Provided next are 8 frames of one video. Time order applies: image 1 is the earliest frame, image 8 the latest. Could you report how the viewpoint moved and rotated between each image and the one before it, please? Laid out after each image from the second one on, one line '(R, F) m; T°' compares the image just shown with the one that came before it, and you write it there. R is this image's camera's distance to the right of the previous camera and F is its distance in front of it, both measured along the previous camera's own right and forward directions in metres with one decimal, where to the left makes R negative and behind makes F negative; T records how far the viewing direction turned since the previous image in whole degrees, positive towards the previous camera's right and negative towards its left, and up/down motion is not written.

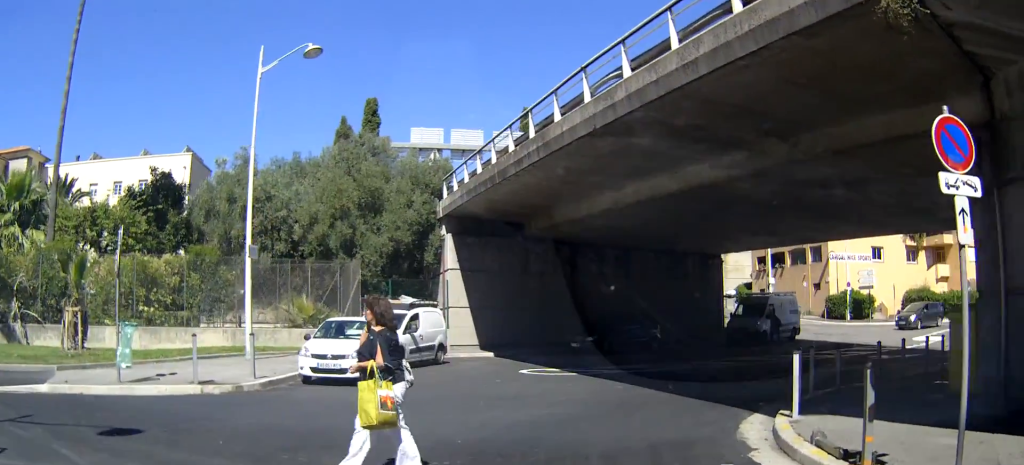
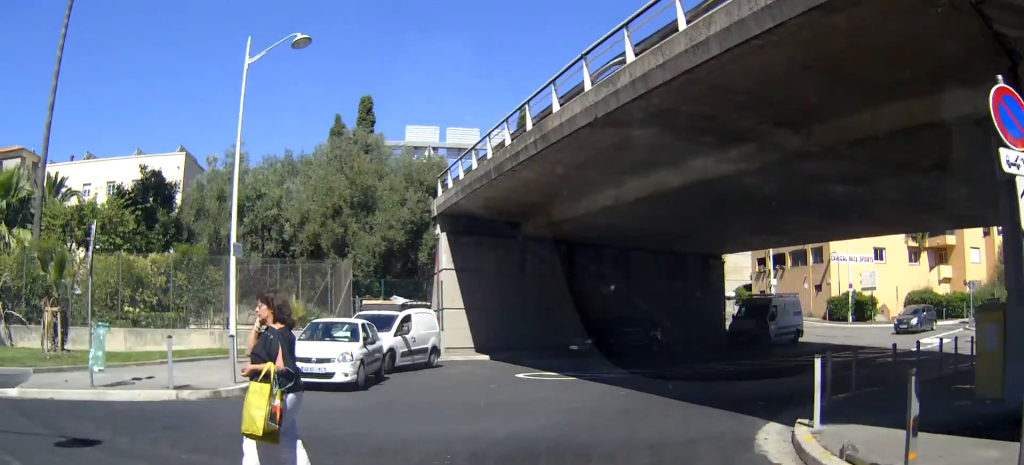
(+0.1, +1.1) m; -2°
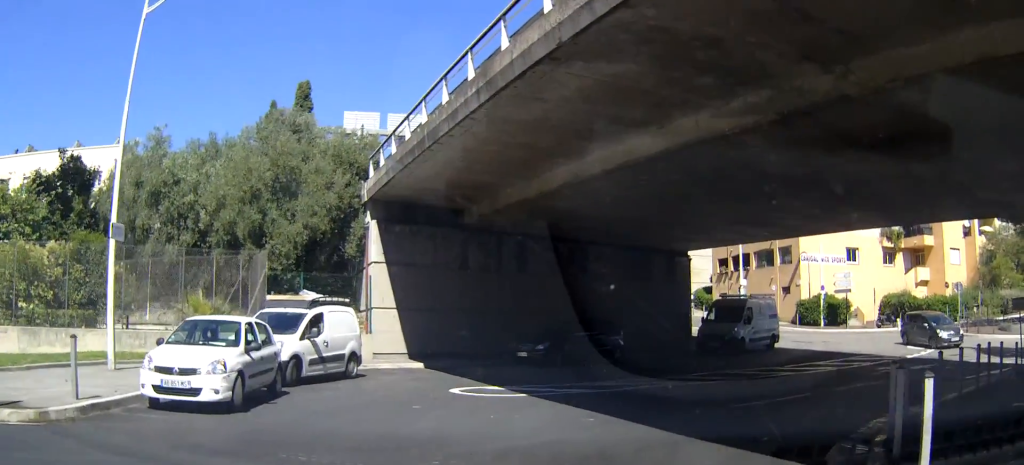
(-0.3, +3.8) m; -7°
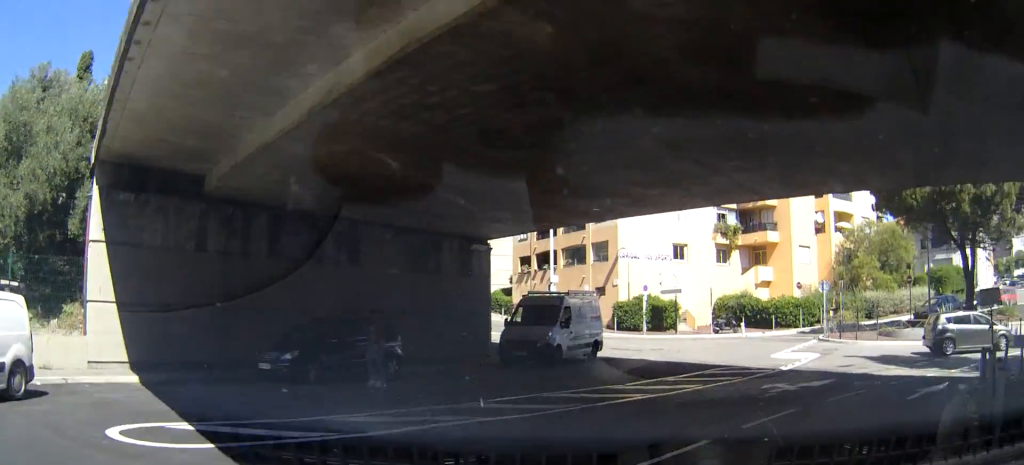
(+0.9, +5.8) m; +17°
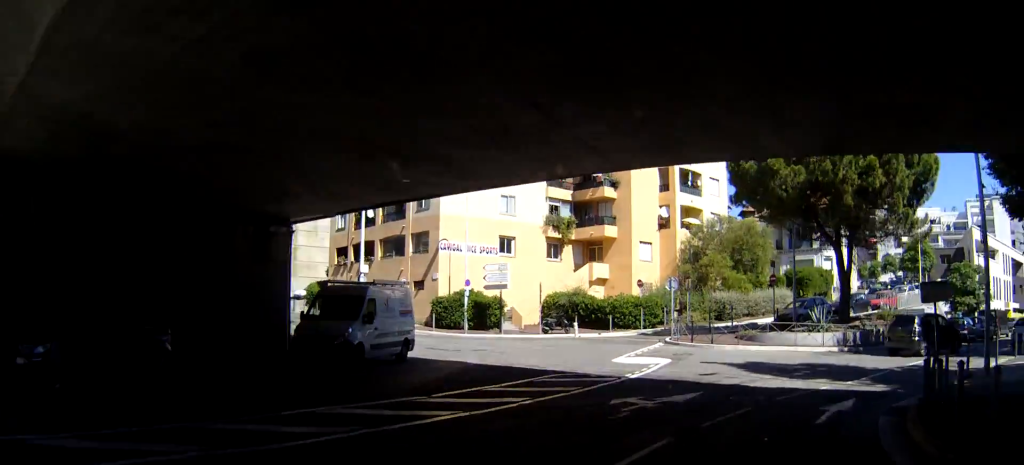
(+0.2, +3.4) m; +7°
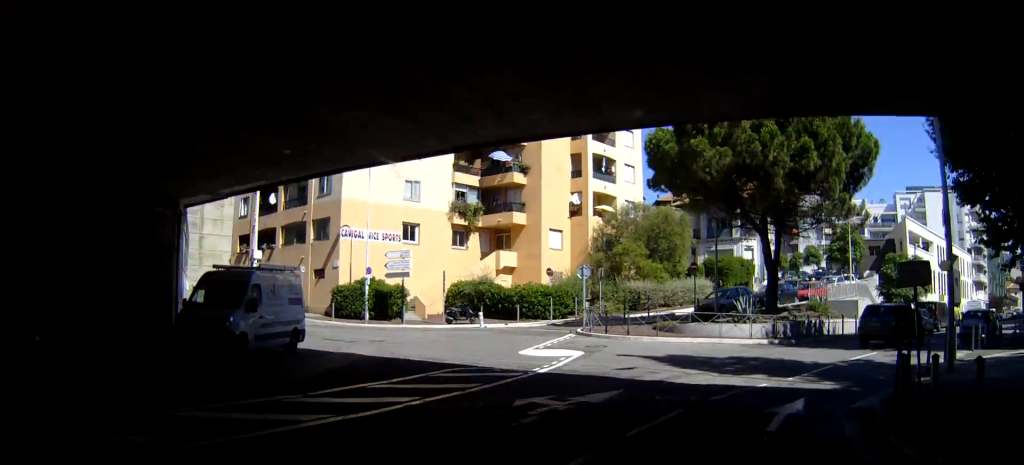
(0.0, +1.8) m; +4°
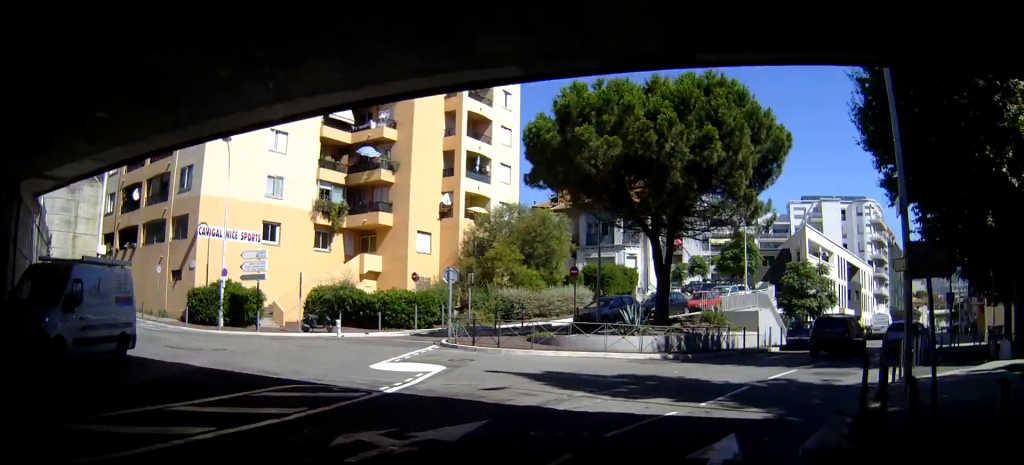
(+0.1, +2.6) m; +9°
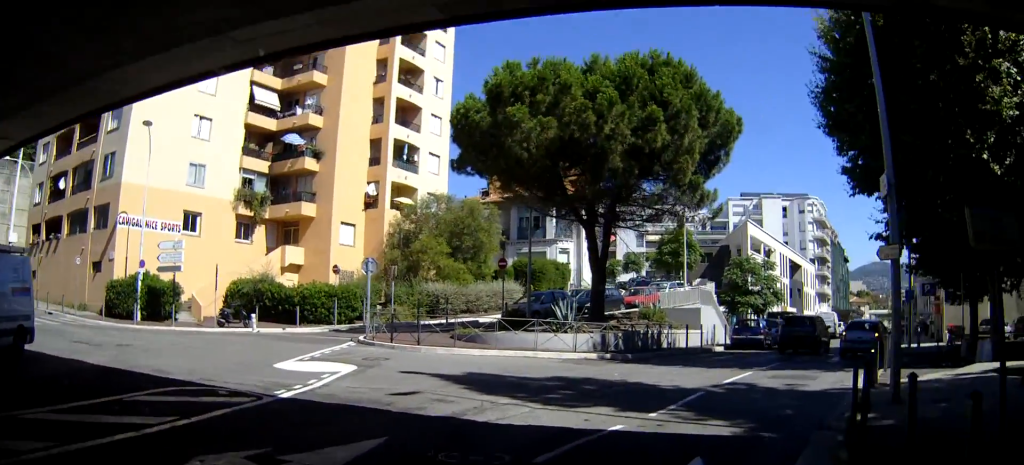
(+0.1, +1.6) m; +9°
